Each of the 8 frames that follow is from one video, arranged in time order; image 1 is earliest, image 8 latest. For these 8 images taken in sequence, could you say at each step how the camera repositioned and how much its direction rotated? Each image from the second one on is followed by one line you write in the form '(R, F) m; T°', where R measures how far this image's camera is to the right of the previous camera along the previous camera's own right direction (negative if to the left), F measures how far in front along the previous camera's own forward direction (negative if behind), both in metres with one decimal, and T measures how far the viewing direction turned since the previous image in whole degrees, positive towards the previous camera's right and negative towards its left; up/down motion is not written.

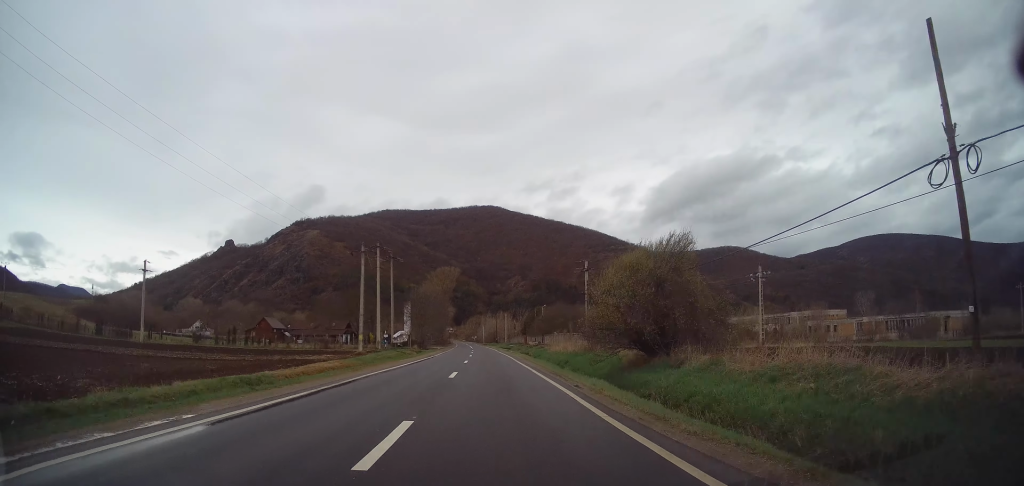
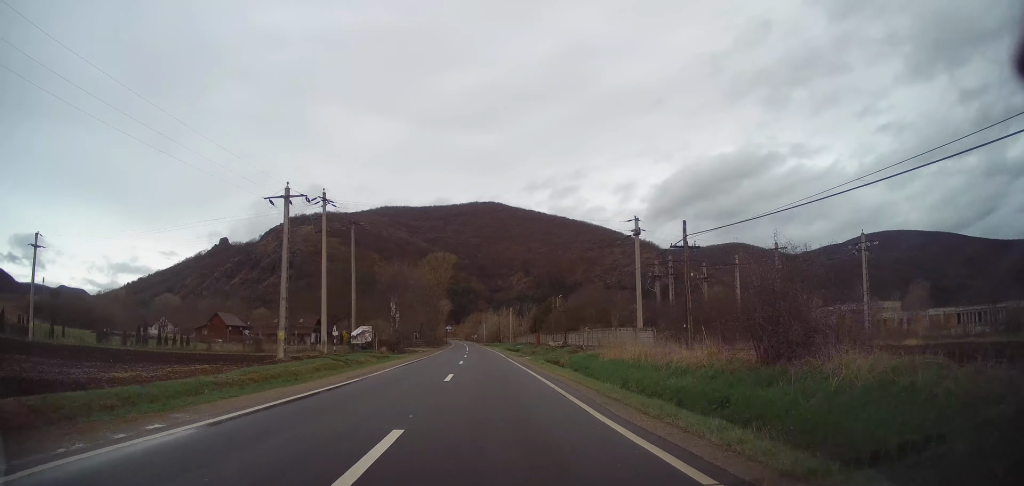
(-0.2, +24.8) m; 0°
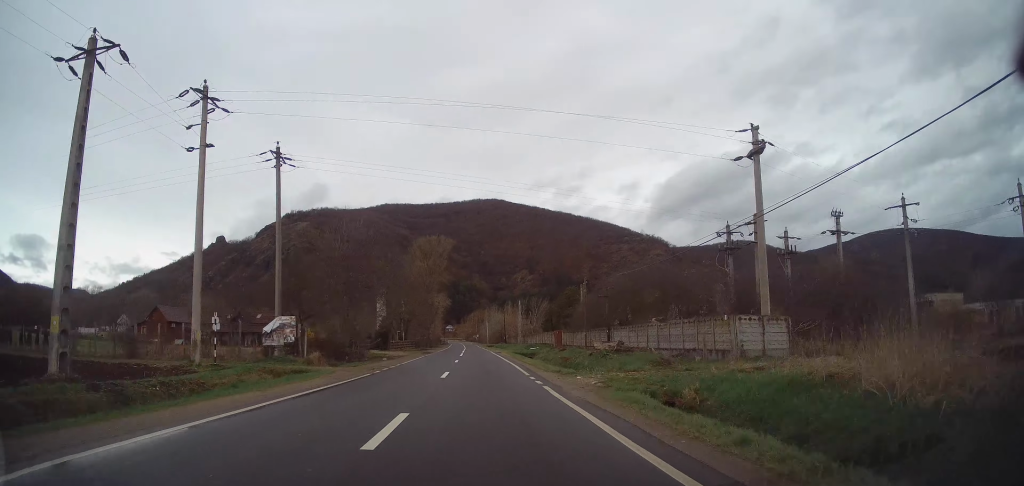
(+0.1, +22.3) m; 0°
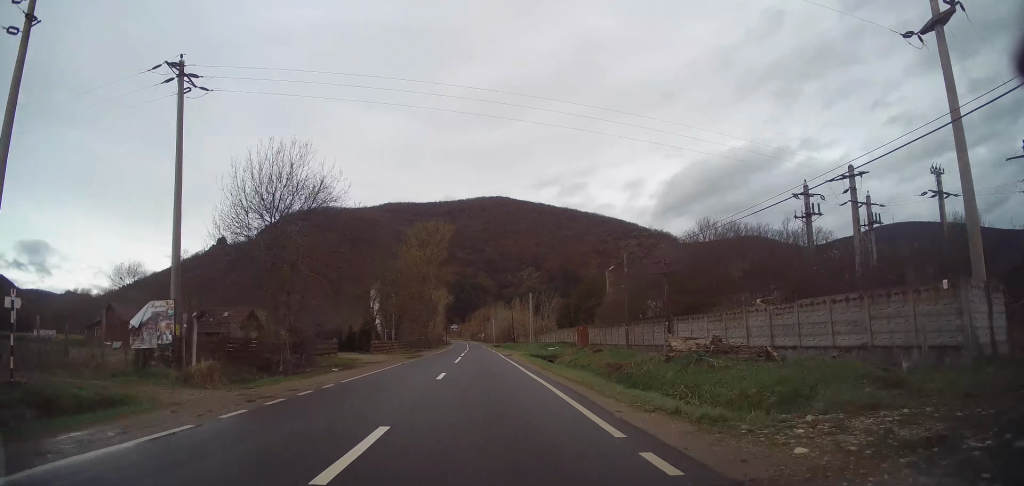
(-0.1, +13.5) m; 0°
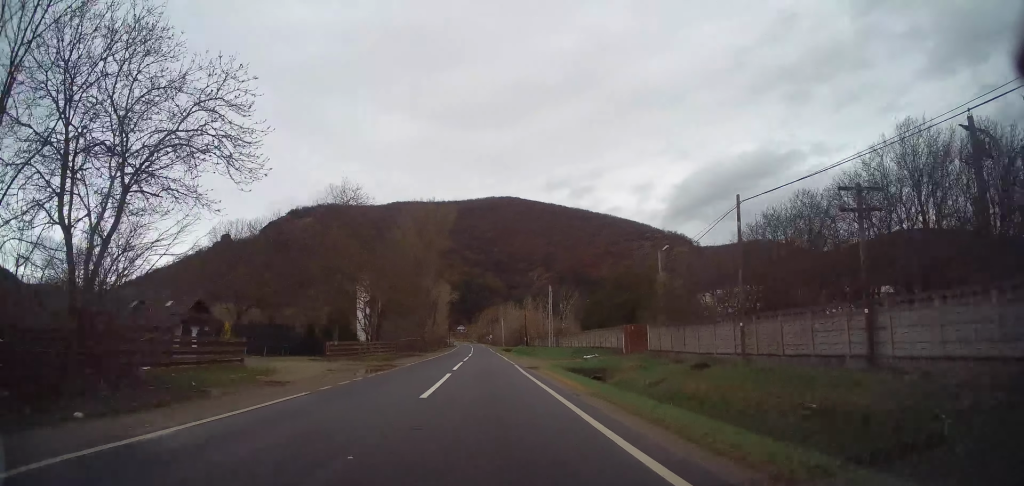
(0.0, +16.7) m; 0°
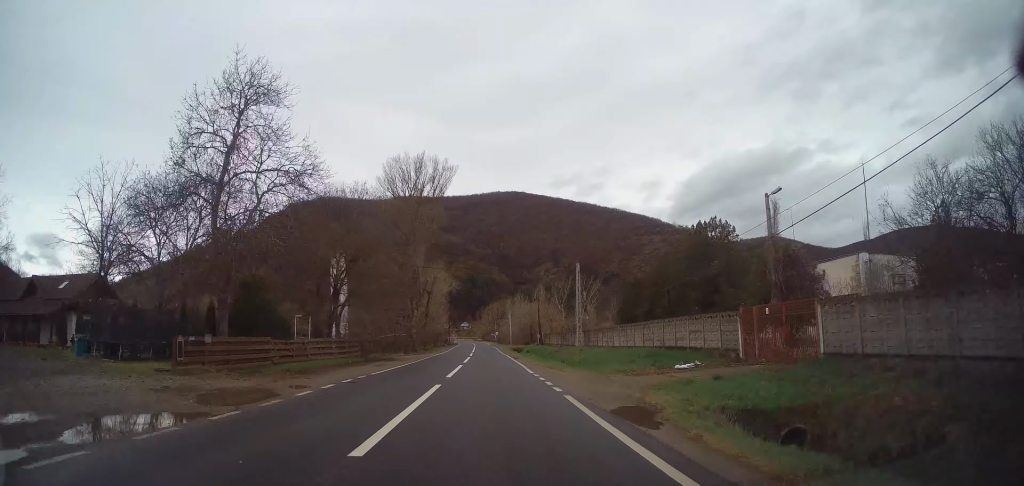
(-0.1, +18.2) m; -1°
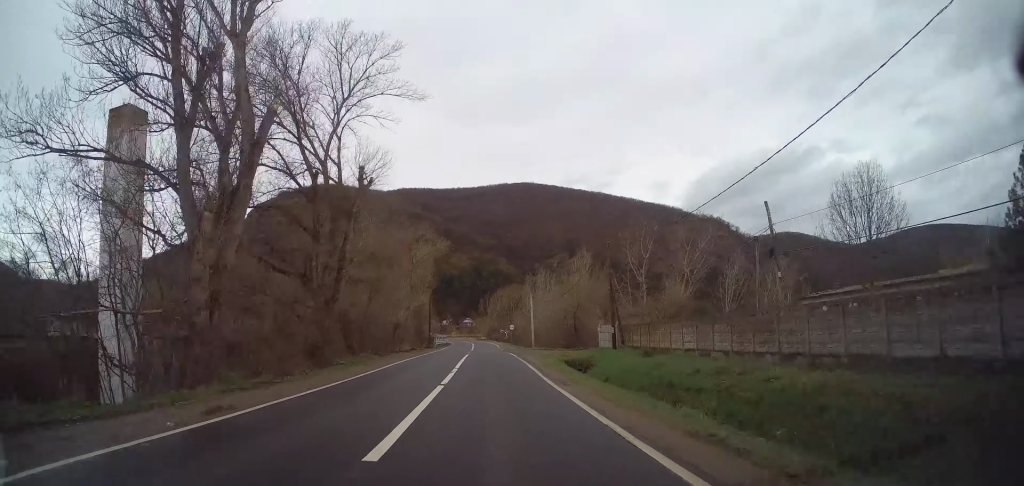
(-1.1, +48.1) m; -2°
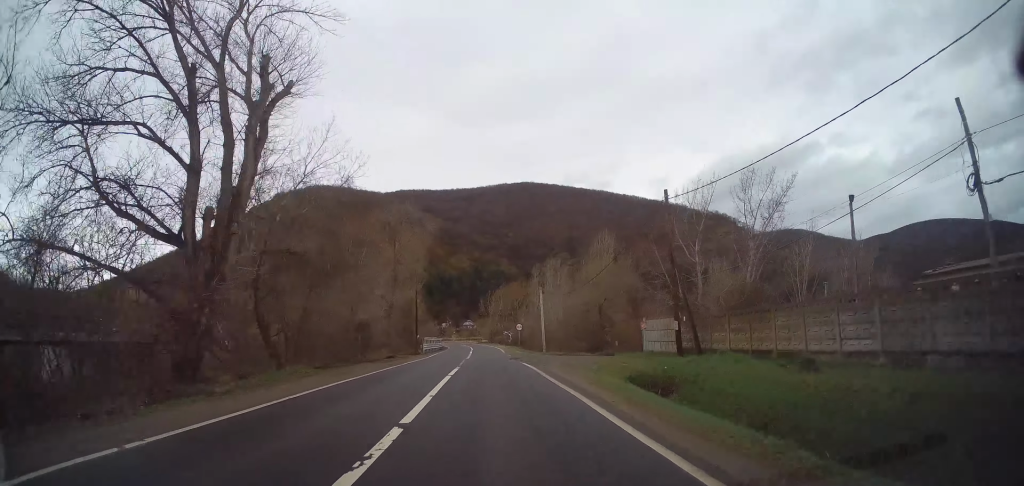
(+0.1, +13.2) m; 0°
